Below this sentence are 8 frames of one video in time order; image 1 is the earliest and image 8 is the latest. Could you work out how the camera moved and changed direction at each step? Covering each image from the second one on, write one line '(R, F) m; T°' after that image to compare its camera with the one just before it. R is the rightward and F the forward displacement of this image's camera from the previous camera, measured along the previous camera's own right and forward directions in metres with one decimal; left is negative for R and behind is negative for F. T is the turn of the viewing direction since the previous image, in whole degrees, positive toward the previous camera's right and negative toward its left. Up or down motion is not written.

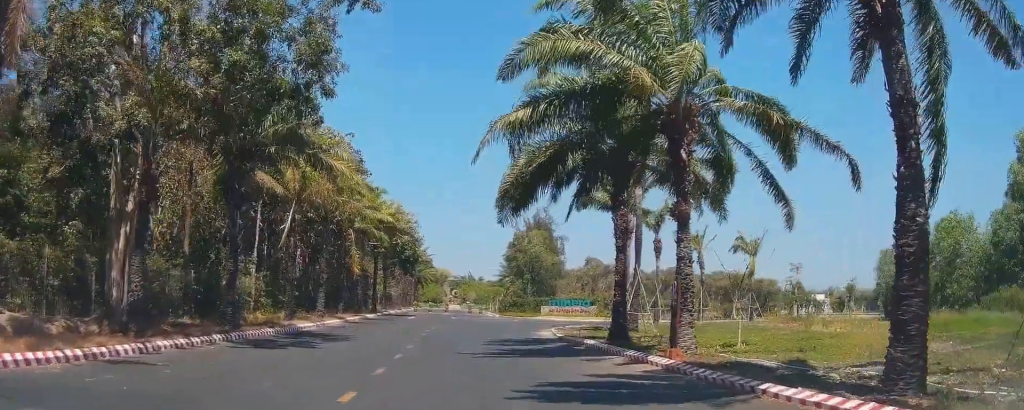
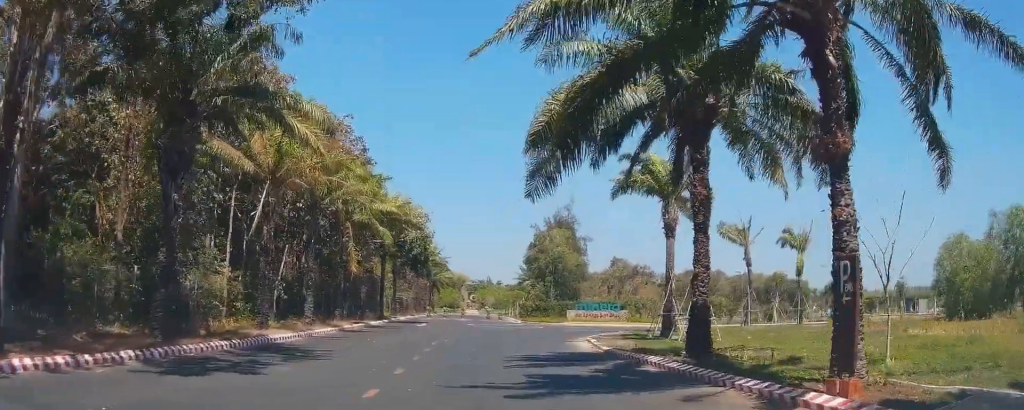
(-0.7, +7.2) m; 0°
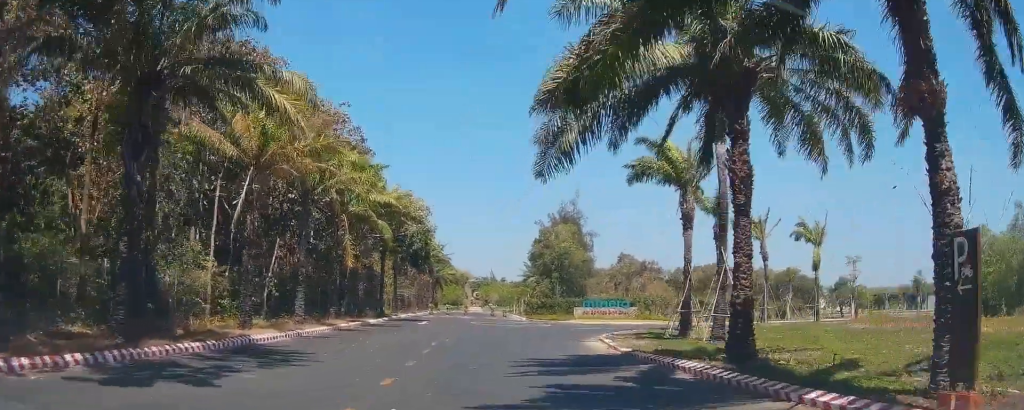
(+0.1, +2.5) m; +2°
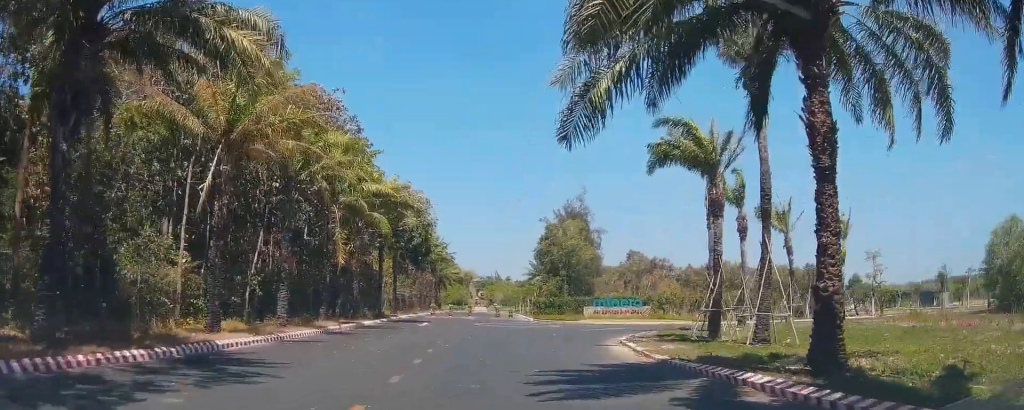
(+0.6, +3.6) m; +2°
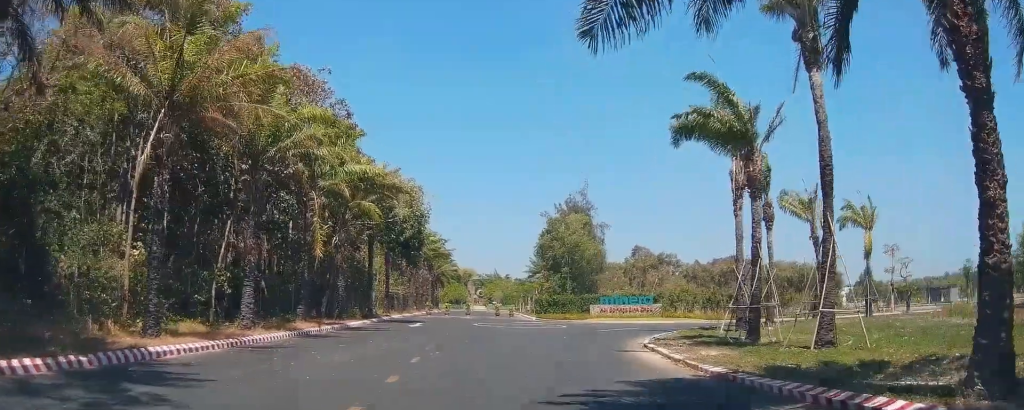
(-0.4, +4.3) m; -5°
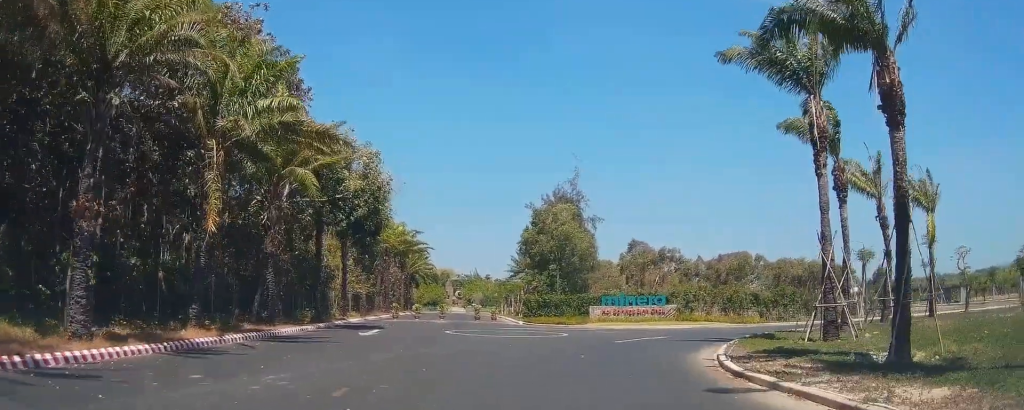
(0.0, +11.3) m; +6°
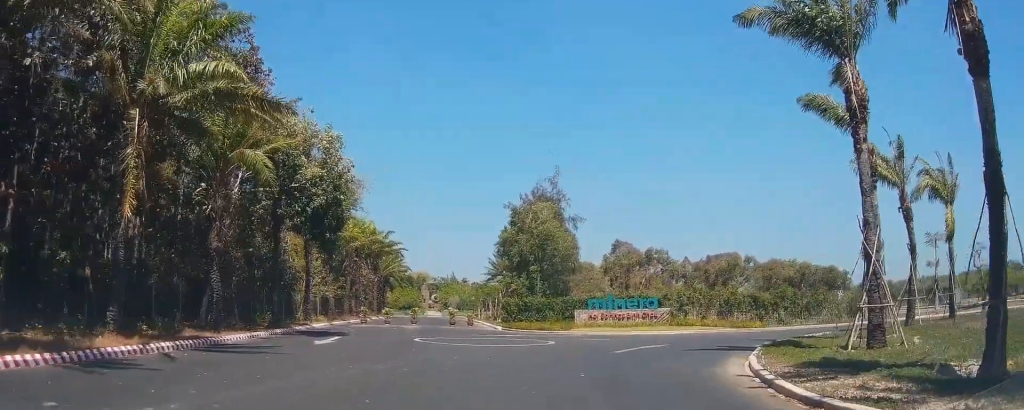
(+0.2, +4.4) m; +5°
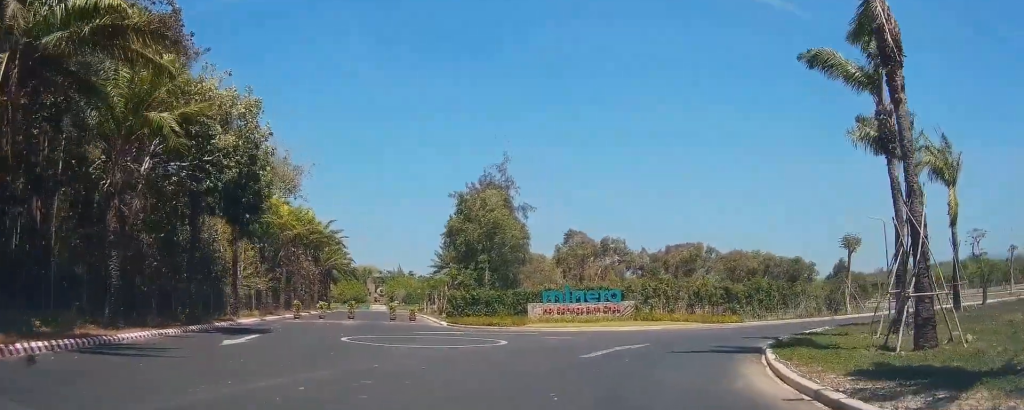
(+0.2, +4.6) m; +4°
